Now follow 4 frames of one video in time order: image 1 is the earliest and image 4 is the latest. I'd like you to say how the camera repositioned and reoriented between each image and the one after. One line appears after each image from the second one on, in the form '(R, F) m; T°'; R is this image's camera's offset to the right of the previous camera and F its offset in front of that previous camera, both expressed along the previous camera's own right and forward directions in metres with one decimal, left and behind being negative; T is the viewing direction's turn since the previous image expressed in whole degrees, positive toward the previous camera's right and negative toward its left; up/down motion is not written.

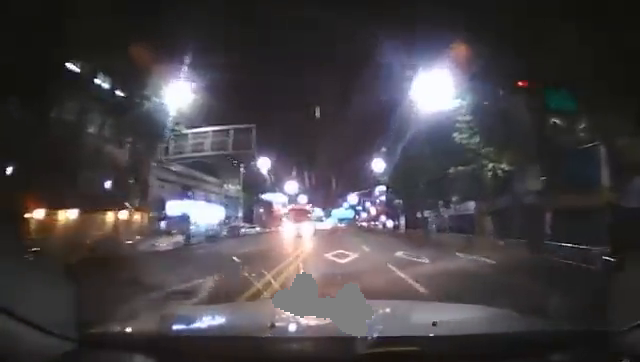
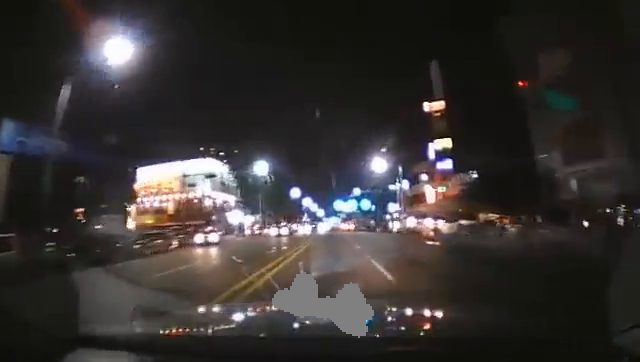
(0.0, +55.1) m; -1°
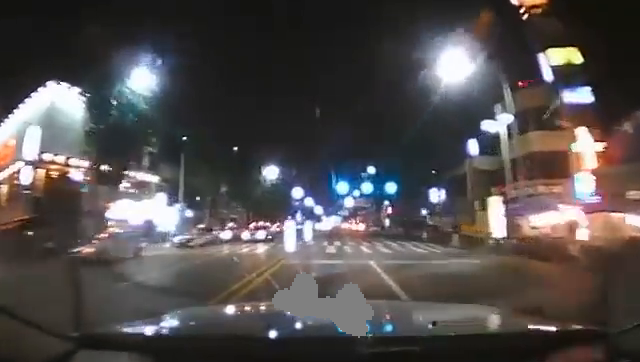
(-0.1, +27.1) m; +1°
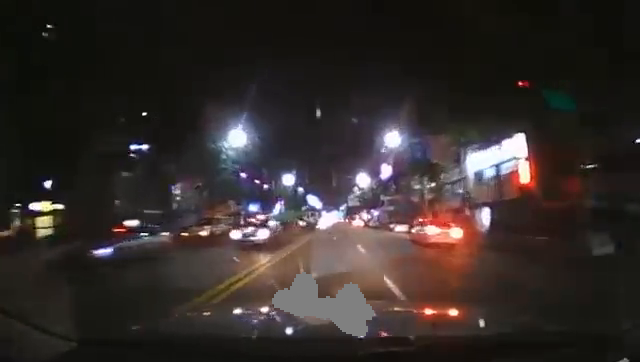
(+0.7, +48.7) m; 0°
